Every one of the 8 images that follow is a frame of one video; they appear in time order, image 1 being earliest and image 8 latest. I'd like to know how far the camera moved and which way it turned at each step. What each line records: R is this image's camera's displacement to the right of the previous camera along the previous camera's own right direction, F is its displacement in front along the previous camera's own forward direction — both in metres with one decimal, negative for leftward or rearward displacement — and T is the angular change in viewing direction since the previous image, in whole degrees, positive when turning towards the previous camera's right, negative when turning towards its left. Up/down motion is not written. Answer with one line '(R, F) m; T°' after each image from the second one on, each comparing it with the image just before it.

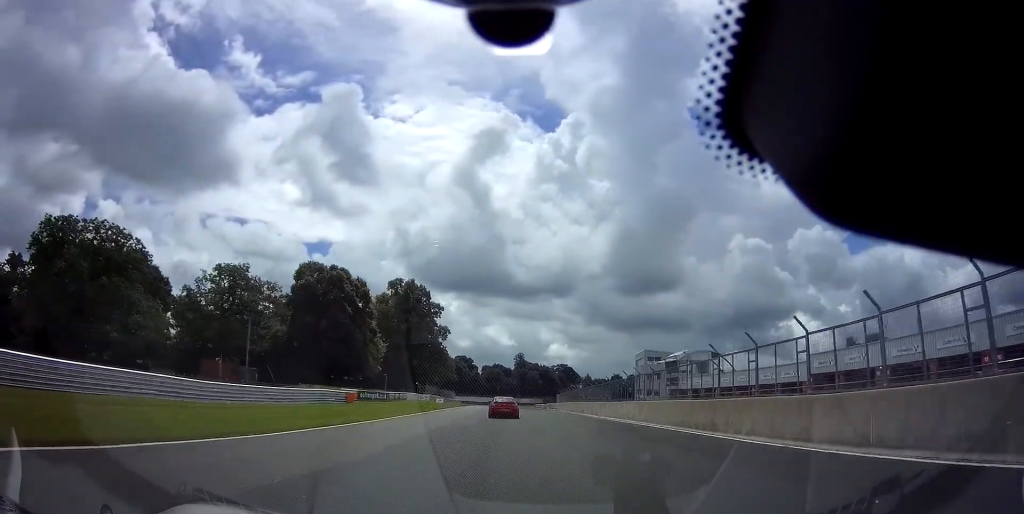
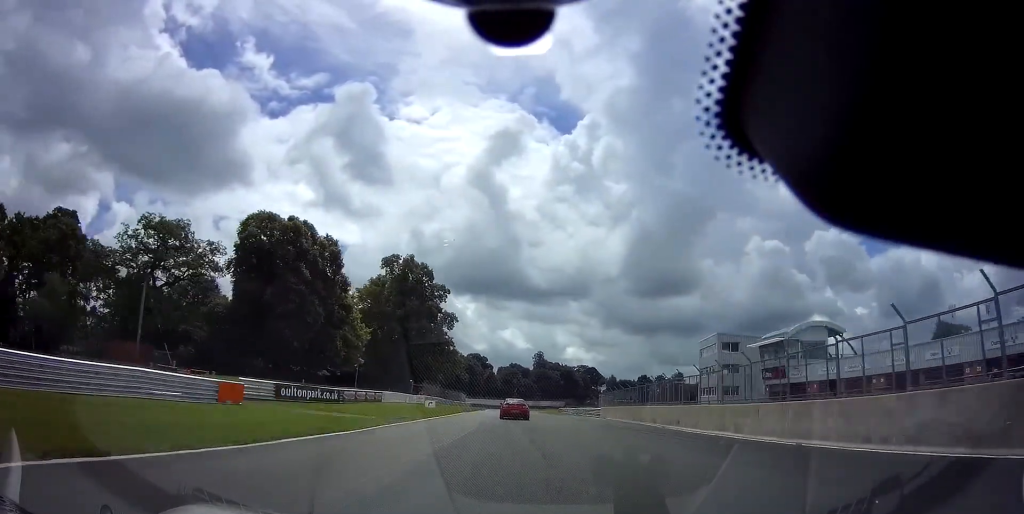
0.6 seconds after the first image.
(-0.6, +23.5) m; -1°
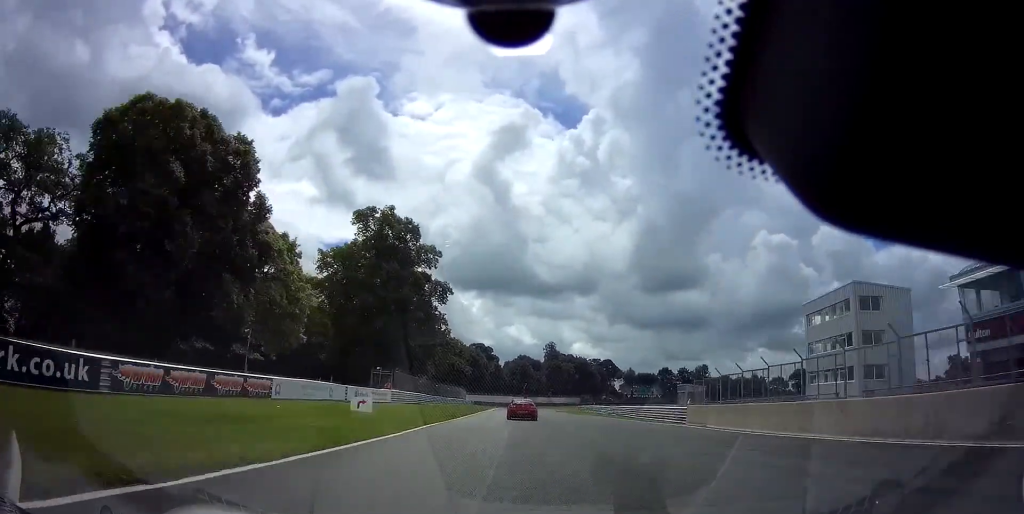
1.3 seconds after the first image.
(-0.2, +24.7) m; -1°
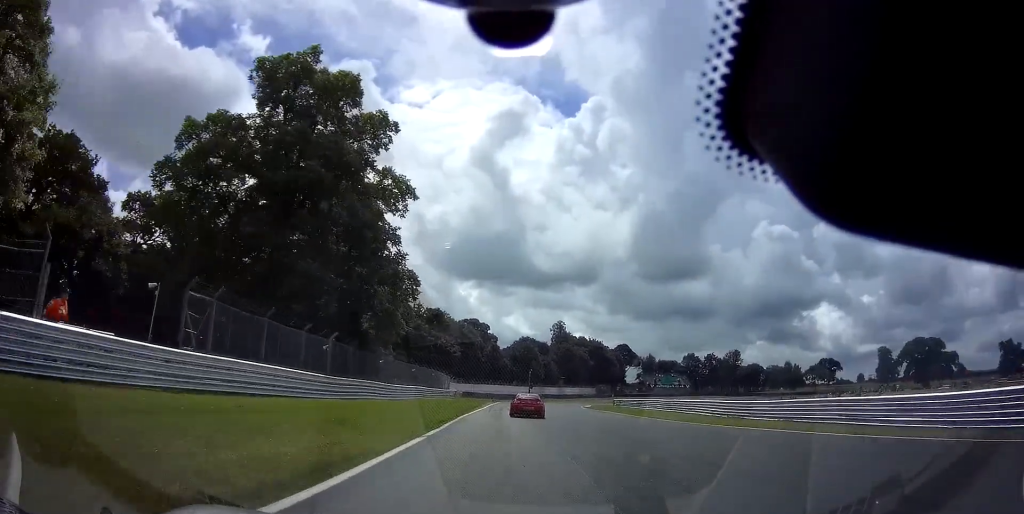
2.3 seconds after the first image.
(-0.1, +35.7) m; 0°
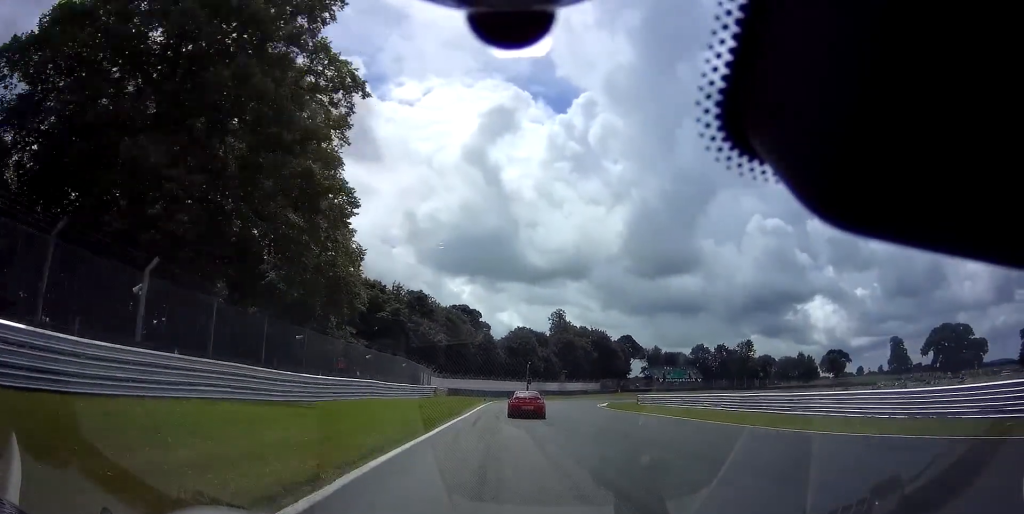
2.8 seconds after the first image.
(-0.1, +16.9) m; 0°
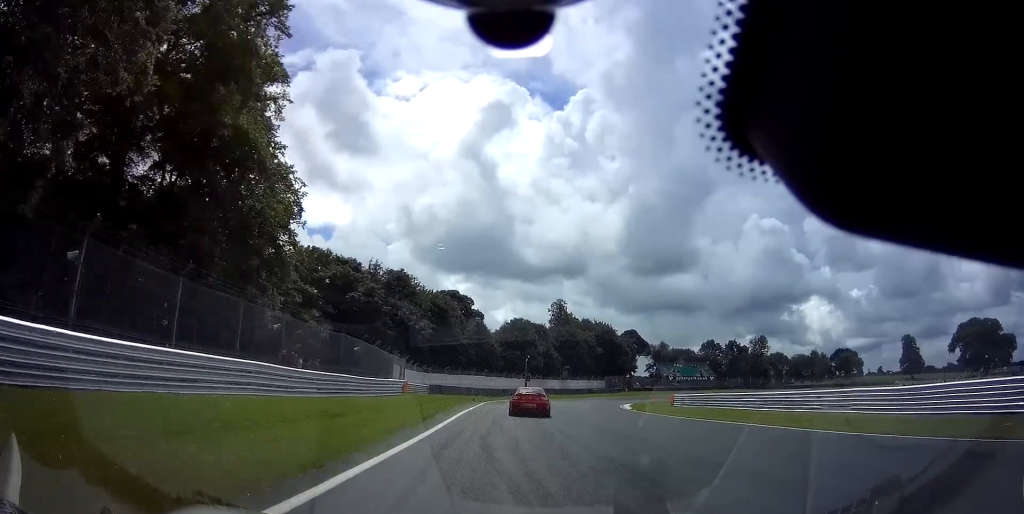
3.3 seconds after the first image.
(+0.1, +14.6) m; +1°
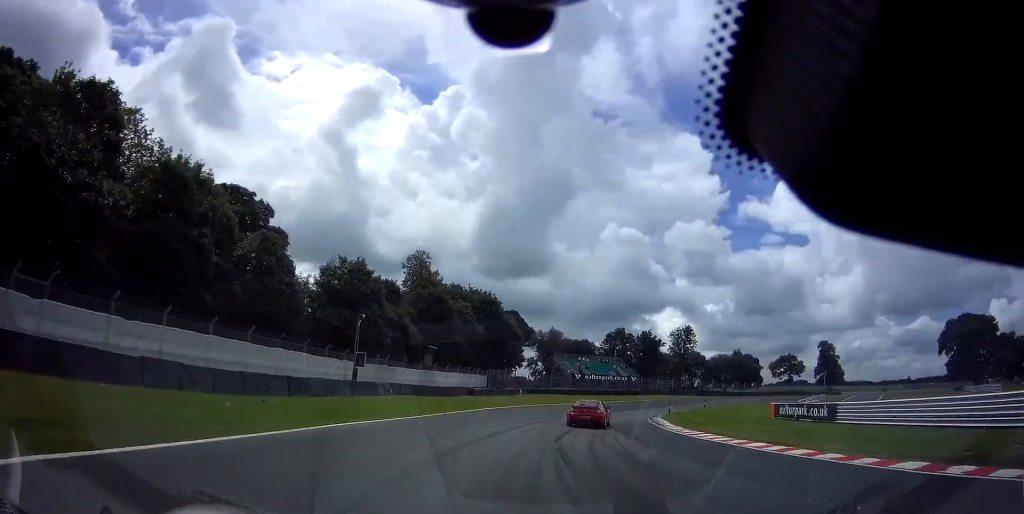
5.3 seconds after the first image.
(+4.9, +50.2) m; +17°
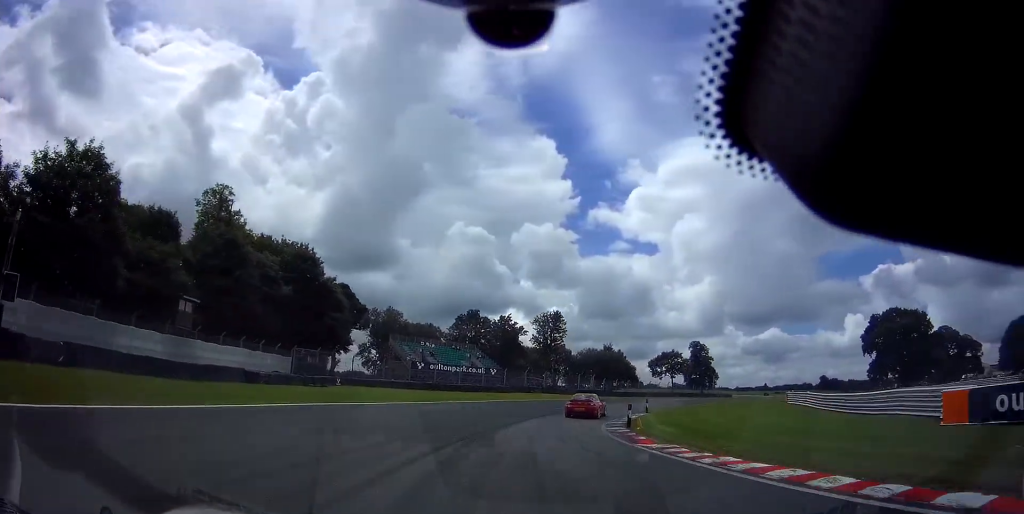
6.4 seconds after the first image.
(+3.6, +25.6) m; +17°
